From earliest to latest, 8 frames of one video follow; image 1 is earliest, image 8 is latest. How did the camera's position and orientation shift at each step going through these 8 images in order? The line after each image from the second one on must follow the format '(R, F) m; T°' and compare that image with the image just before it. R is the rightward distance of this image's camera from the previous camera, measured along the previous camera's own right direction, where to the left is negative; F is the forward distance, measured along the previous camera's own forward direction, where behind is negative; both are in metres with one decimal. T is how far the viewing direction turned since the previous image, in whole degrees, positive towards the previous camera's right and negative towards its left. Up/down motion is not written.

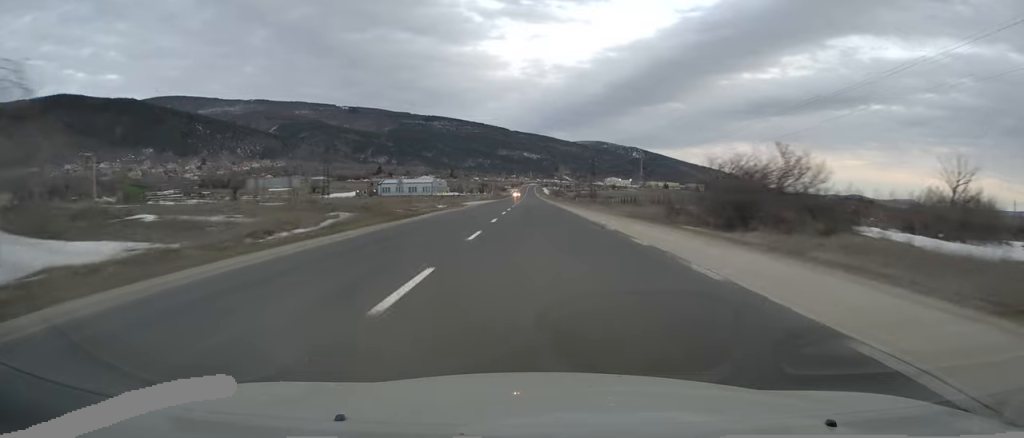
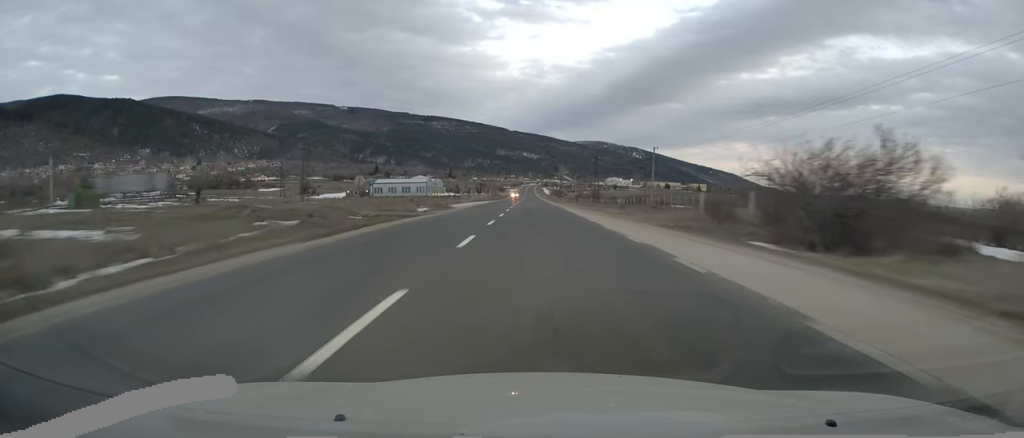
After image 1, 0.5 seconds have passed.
(+0.2, +10.8) m; +1°
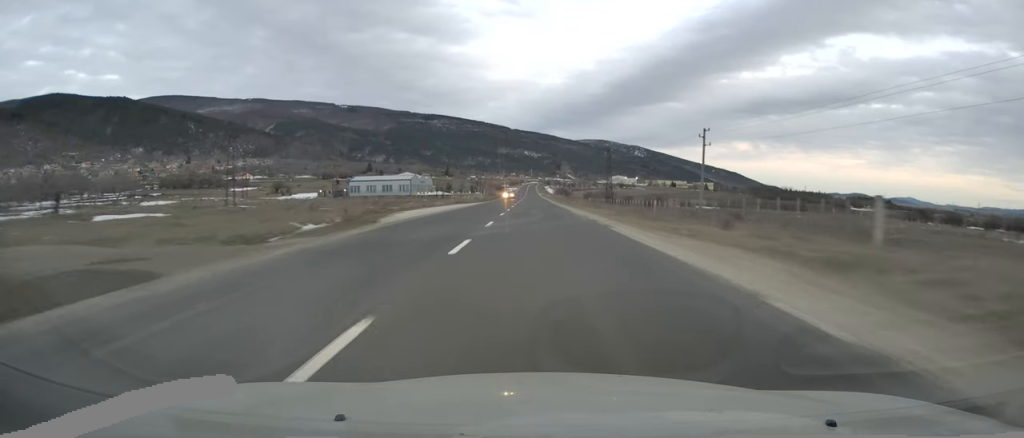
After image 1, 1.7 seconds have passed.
(+0.2, +27.8) m; 0°
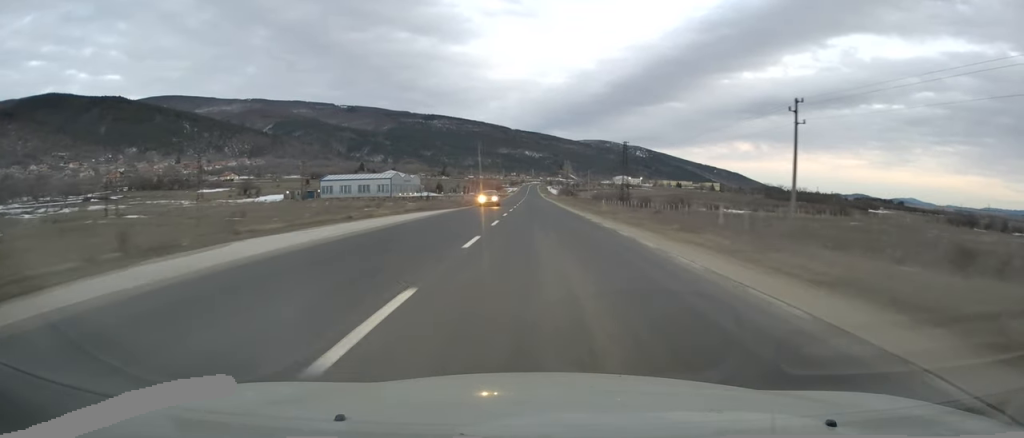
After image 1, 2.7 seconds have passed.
(-0.1, +24.9) m; -1°
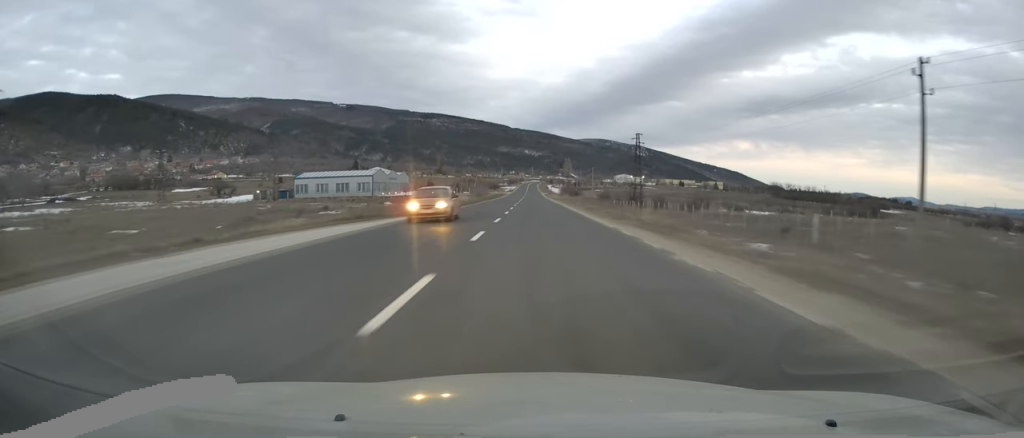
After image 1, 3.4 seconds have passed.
(-0.2, +16.5) m; 0°
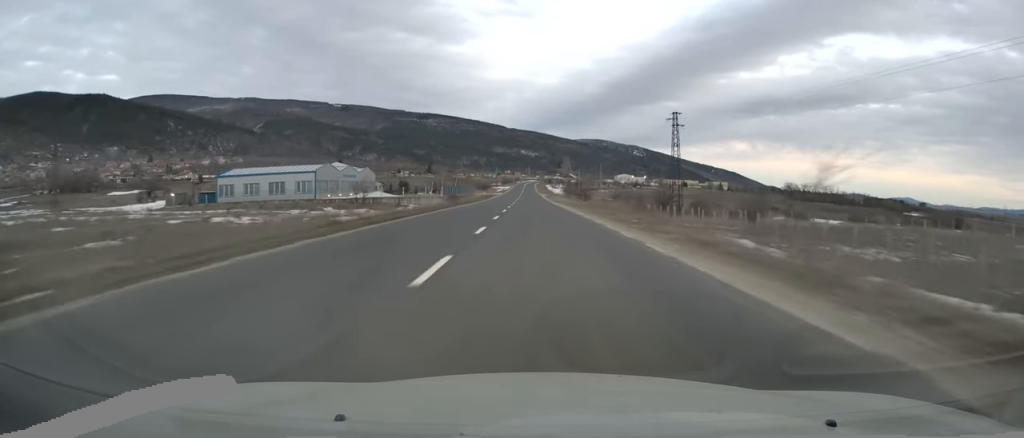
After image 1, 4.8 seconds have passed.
(+0.2, +33.1) m; +1°
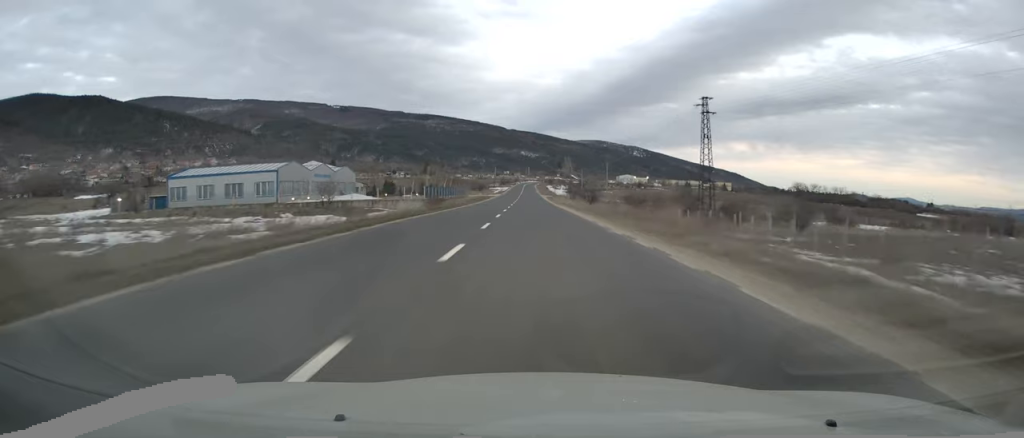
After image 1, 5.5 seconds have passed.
(0.0, +14.9) m; 0°
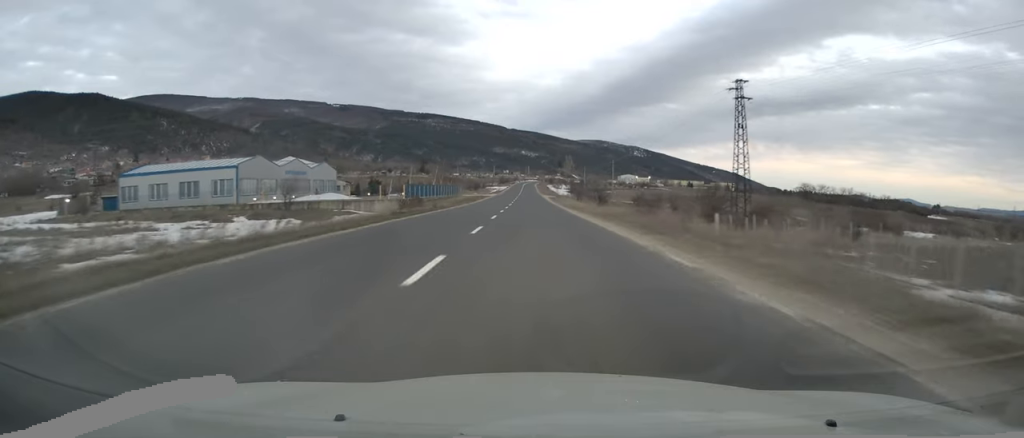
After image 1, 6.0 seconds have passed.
(0.0, +11.8) m; 0°
